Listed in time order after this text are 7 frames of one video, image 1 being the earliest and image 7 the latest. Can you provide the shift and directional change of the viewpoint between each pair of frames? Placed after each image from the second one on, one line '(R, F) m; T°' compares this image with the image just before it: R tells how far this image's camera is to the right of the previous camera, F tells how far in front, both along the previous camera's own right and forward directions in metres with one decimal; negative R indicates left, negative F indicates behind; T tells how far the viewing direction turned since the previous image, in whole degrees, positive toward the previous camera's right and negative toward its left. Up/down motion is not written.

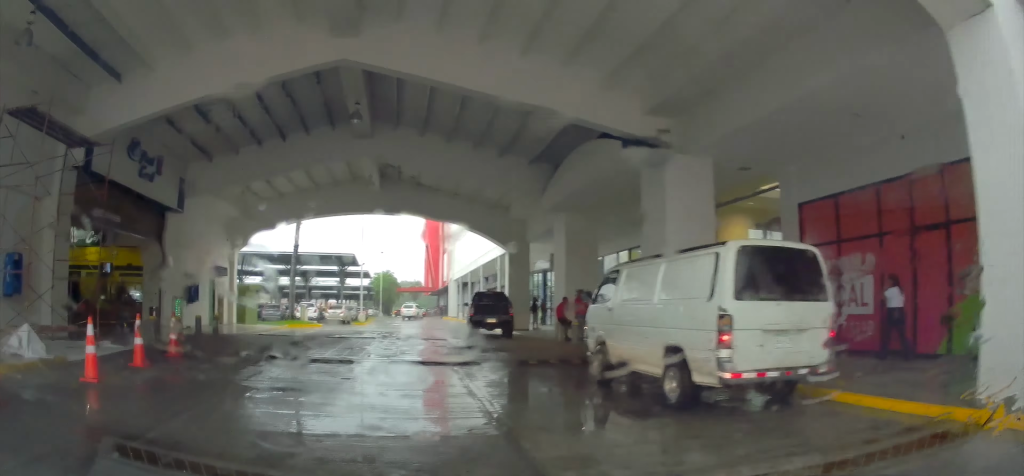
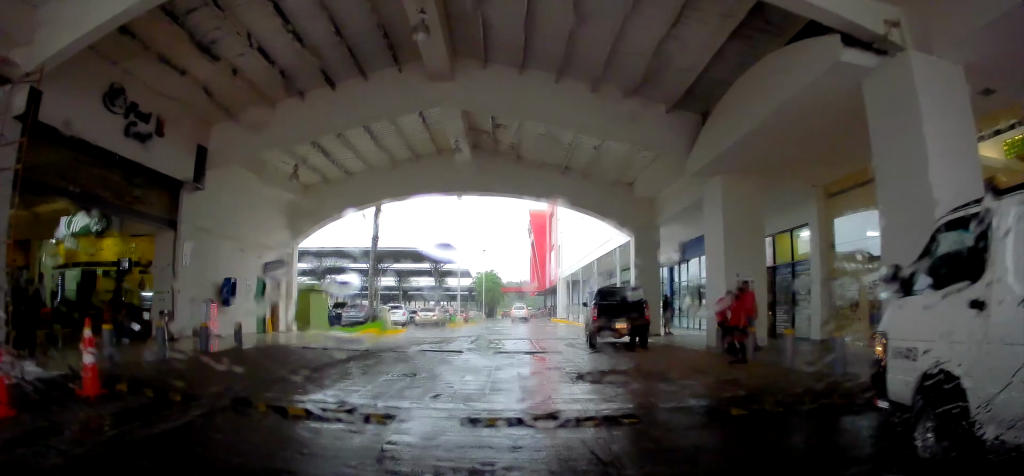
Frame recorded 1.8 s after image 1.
(-0.8, +2.4) m; -23°
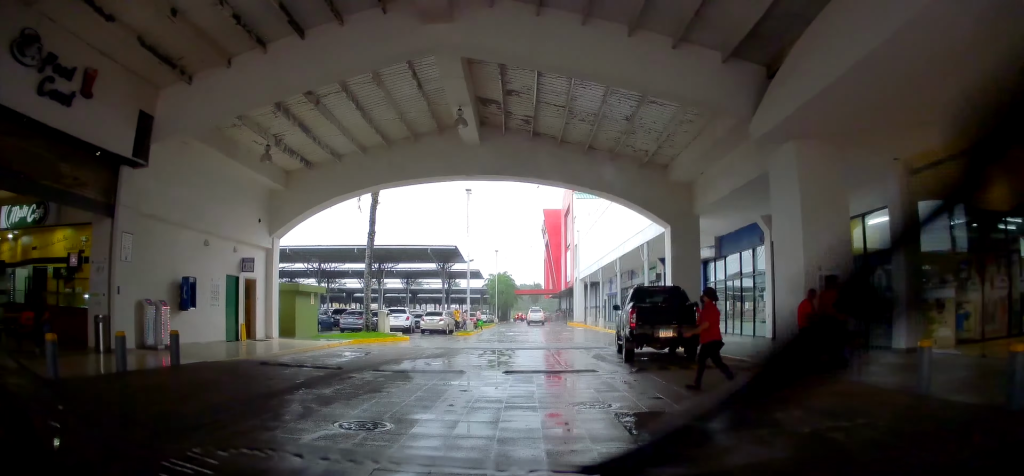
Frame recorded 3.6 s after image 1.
(-0.3, +2.7) m; -3°
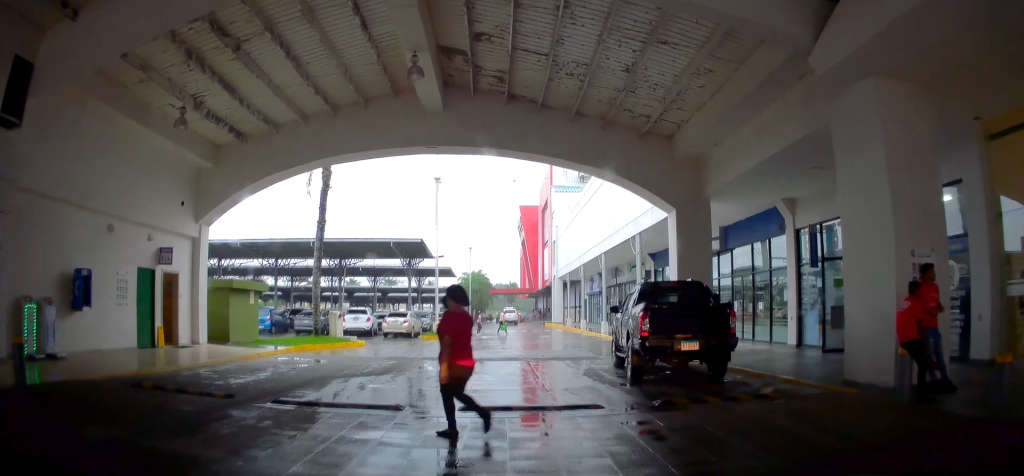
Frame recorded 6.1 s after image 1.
(+0.4, +3.8) m; +9°
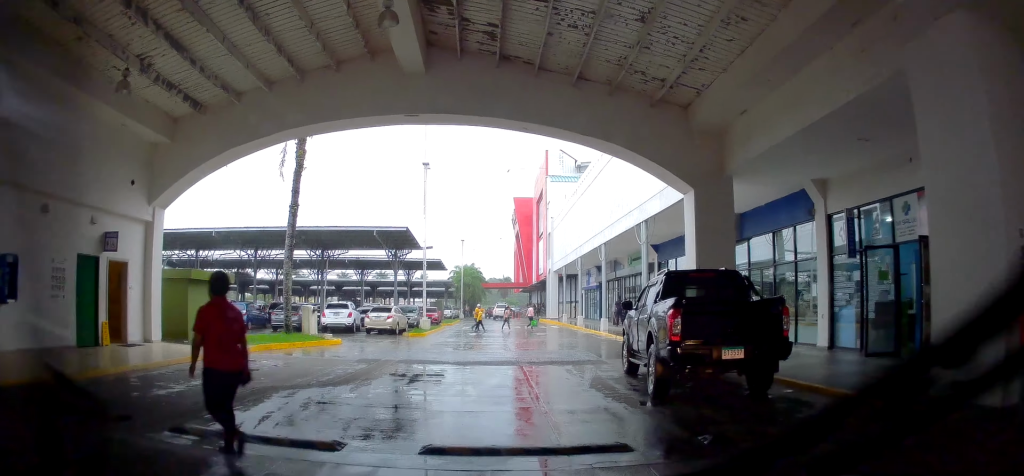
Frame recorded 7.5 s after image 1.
(+0.1, +2.5) m; +1°
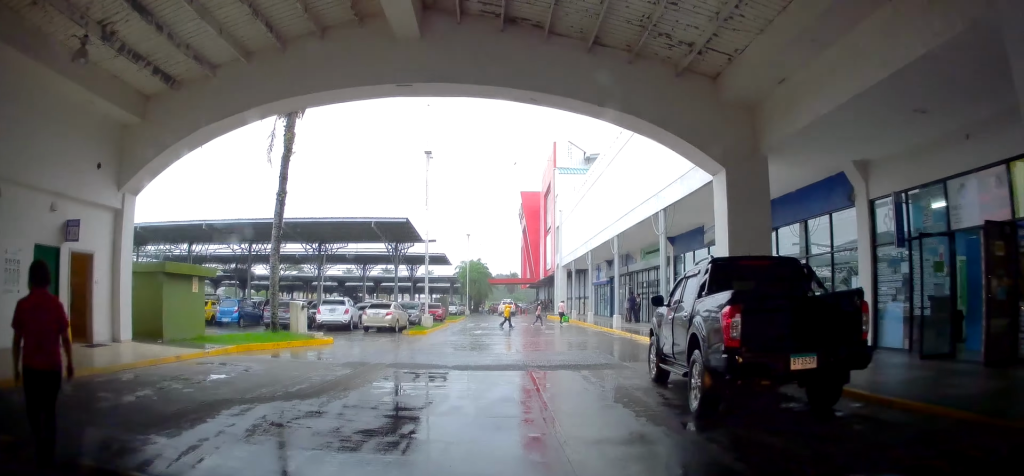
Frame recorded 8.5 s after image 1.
(0.0, +1.9) m; -2°
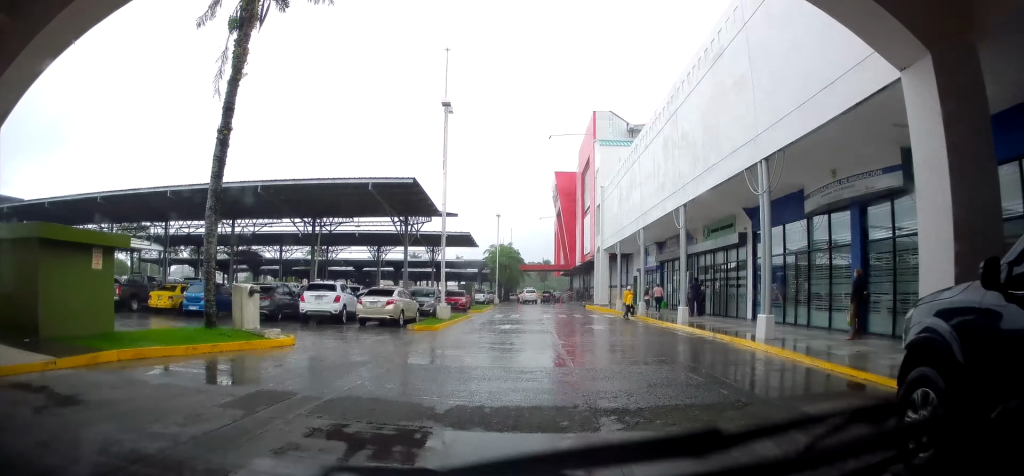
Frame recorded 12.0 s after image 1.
(-0.9, +7.2) m; -12°
